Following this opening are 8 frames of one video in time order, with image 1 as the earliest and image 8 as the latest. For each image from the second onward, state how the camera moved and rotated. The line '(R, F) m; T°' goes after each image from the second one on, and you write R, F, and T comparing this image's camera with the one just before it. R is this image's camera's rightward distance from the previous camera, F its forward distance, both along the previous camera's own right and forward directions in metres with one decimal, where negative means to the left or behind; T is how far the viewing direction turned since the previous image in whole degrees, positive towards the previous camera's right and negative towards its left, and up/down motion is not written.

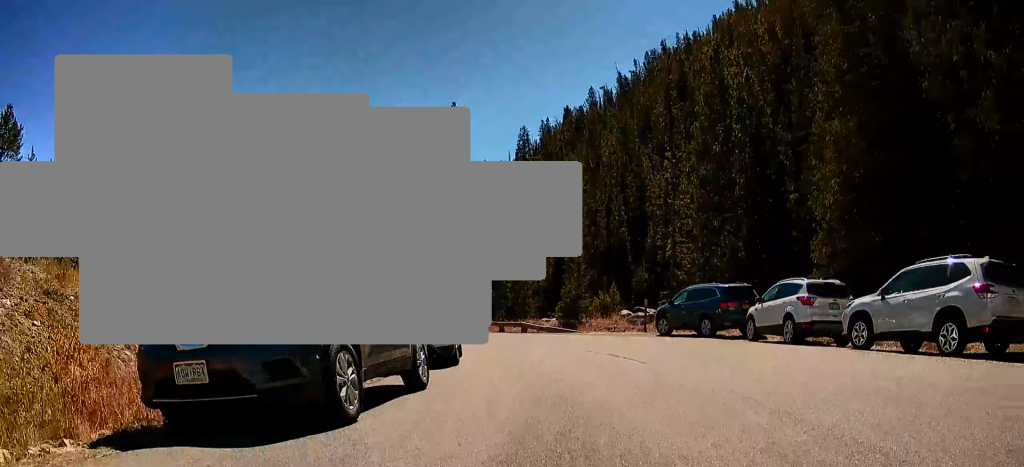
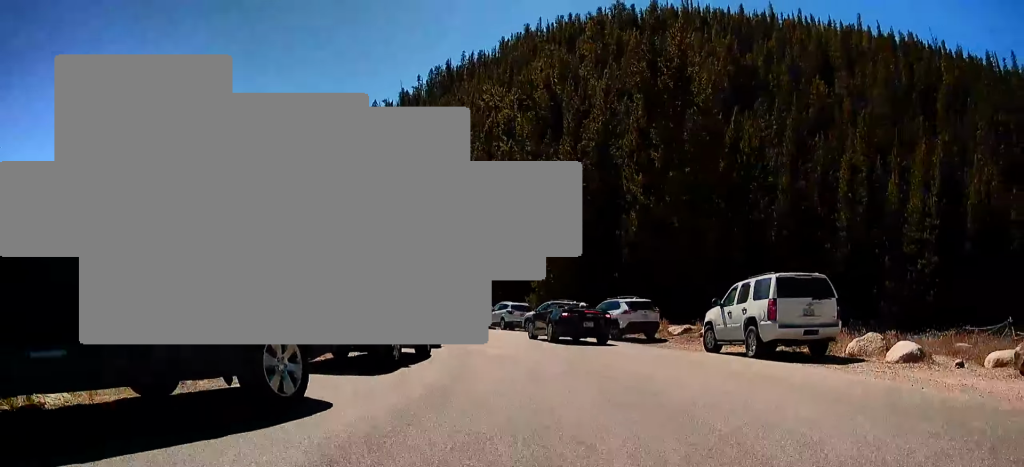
(+0.3, +9.0) m; +13°
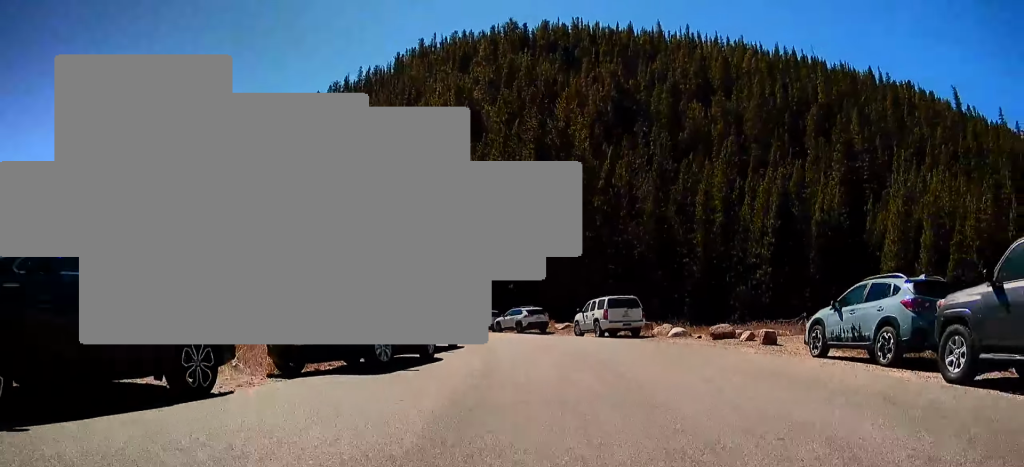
(+0.9, +6.6) m; +13°
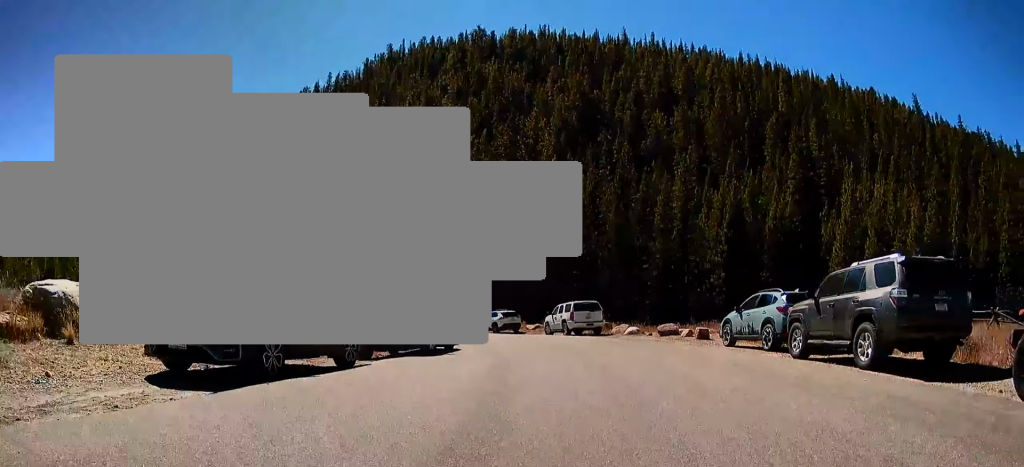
(+0.1, +2.7) m; +3°
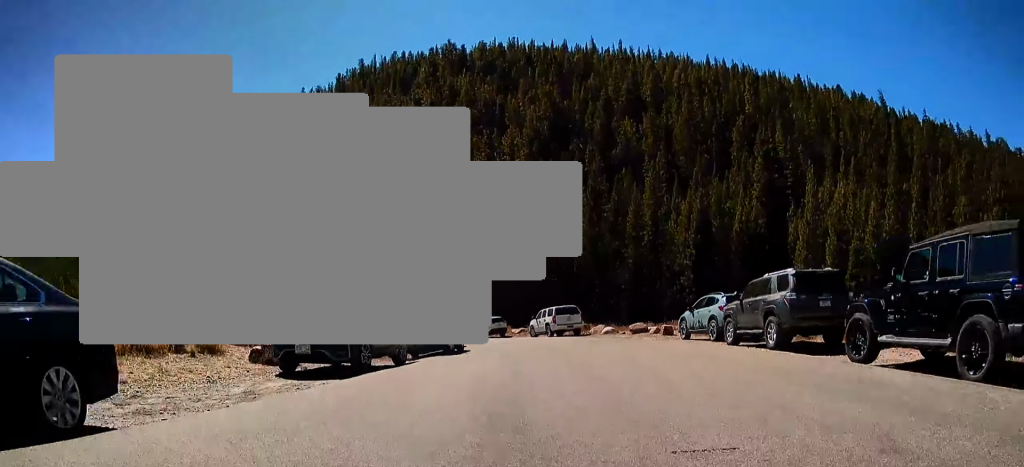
(0.0, +2.3) m; +3°
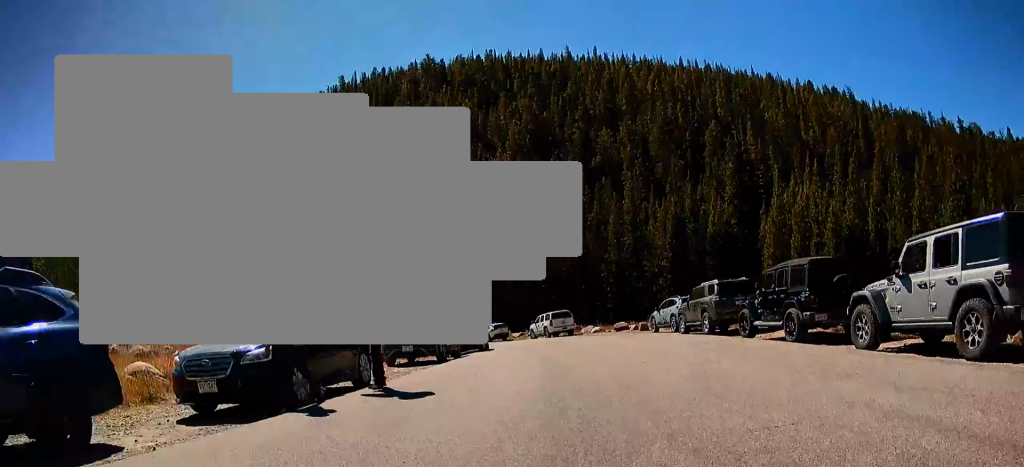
(+0.2, +3.8) m; +4°
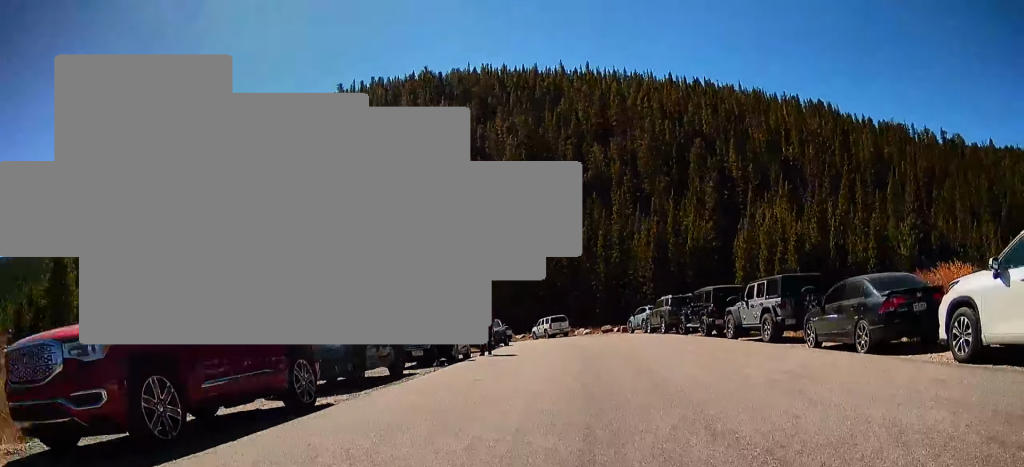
(+0.2, +5.4) m; +4°
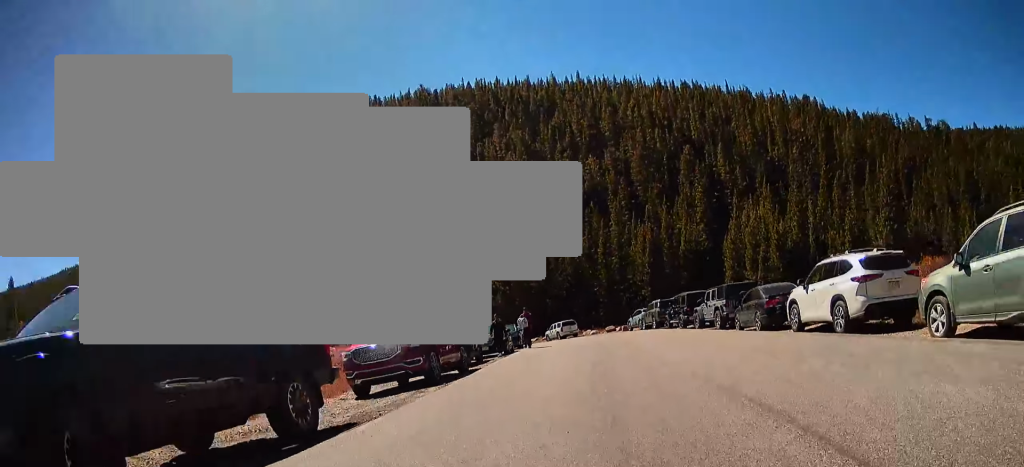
(+0.2, +4.6) m; +1°
